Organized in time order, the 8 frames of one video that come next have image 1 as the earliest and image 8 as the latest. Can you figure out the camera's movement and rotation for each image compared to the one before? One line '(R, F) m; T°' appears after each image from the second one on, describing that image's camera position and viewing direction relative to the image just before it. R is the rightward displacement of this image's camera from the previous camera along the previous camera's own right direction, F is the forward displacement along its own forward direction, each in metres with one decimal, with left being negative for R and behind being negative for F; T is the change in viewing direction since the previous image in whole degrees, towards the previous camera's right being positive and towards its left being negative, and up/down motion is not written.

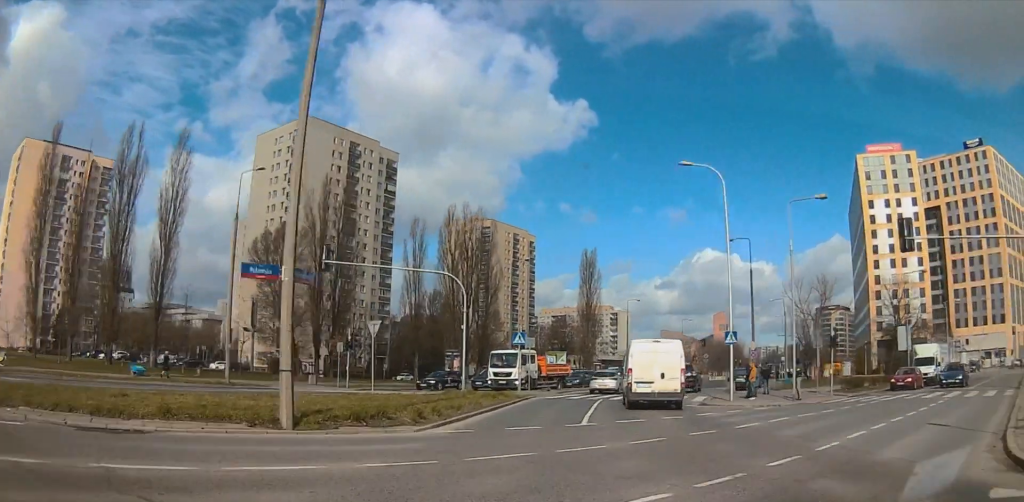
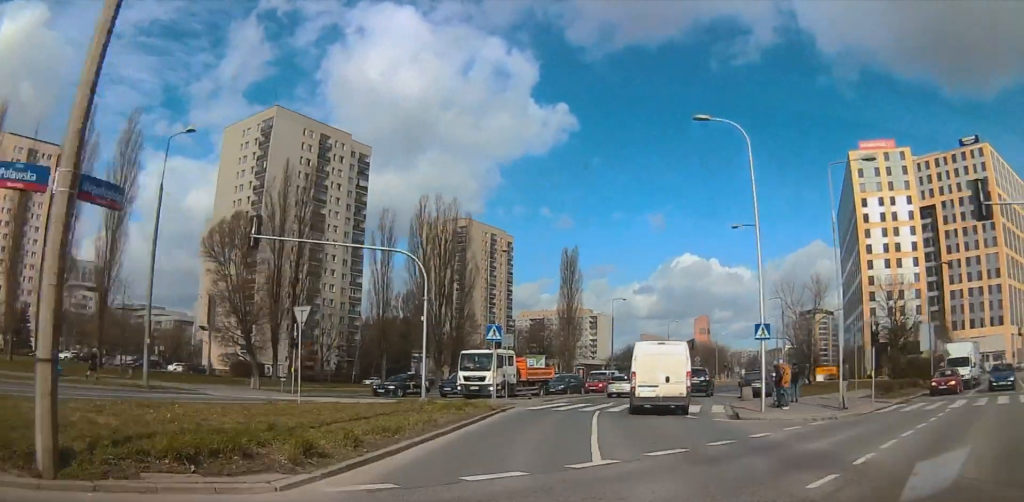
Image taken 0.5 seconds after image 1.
(0.0, +6.7) m; 0°
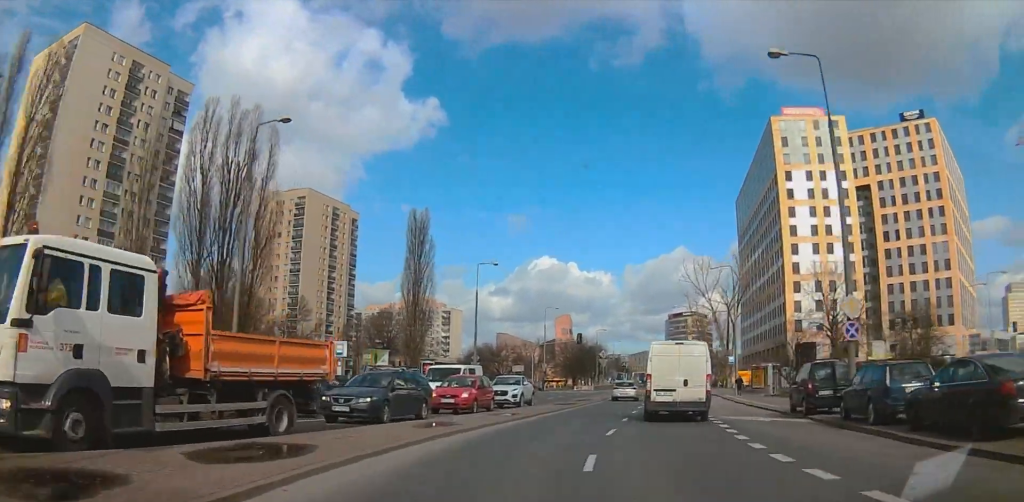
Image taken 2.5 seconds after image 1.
(+0.4, +30.0) m; +5°
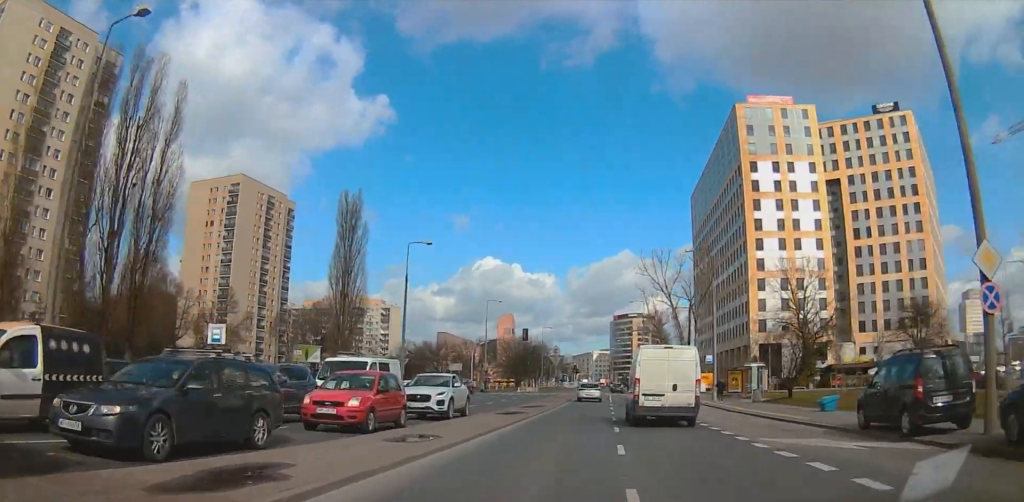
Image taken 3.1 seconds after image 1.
(+0.2, +10.0) m; +6°
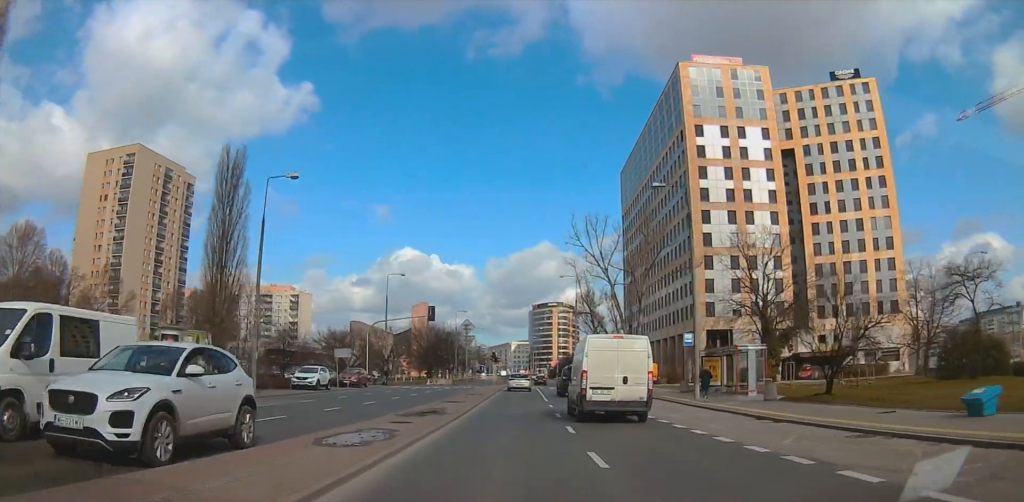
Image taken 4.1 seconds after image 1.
(+1.4, +16.3) m; +6°
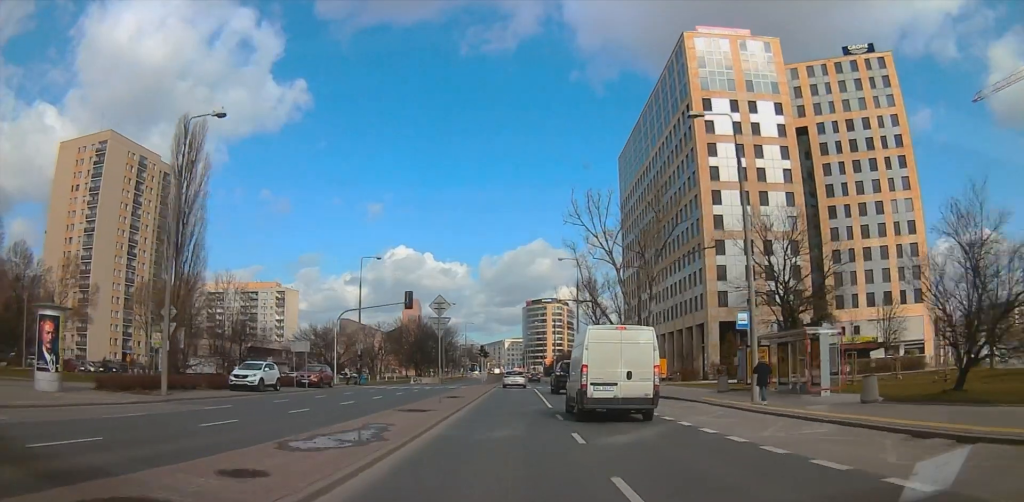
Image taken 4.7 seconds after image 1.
(+0.2, +9.6) m; +2°
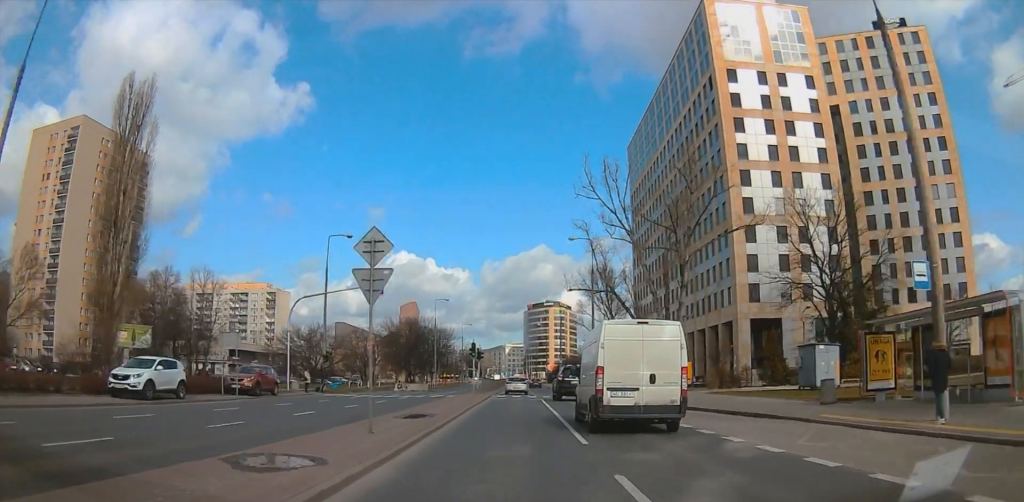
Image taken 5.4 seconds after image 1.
(+0.1, +11.7) m; +1°
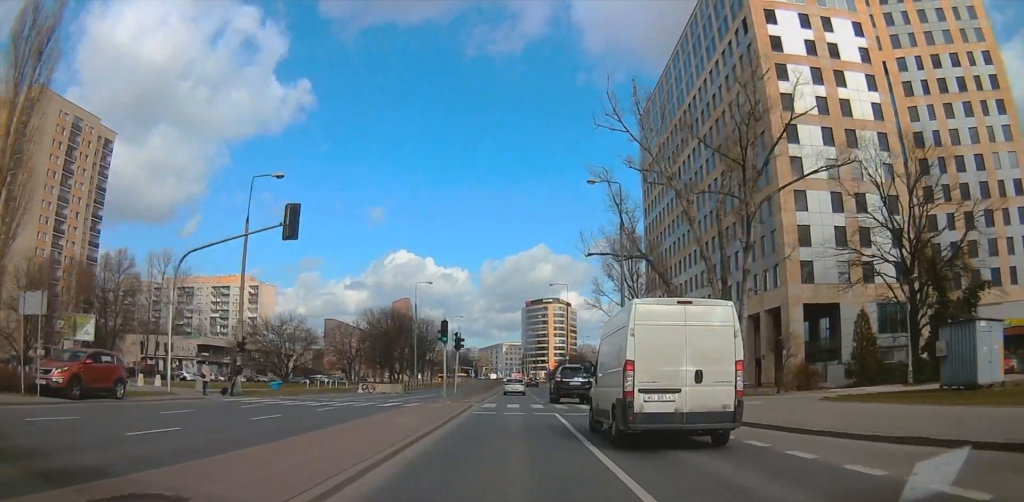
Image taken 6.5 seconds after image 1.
(+0.2, +15.7) m; +1°
